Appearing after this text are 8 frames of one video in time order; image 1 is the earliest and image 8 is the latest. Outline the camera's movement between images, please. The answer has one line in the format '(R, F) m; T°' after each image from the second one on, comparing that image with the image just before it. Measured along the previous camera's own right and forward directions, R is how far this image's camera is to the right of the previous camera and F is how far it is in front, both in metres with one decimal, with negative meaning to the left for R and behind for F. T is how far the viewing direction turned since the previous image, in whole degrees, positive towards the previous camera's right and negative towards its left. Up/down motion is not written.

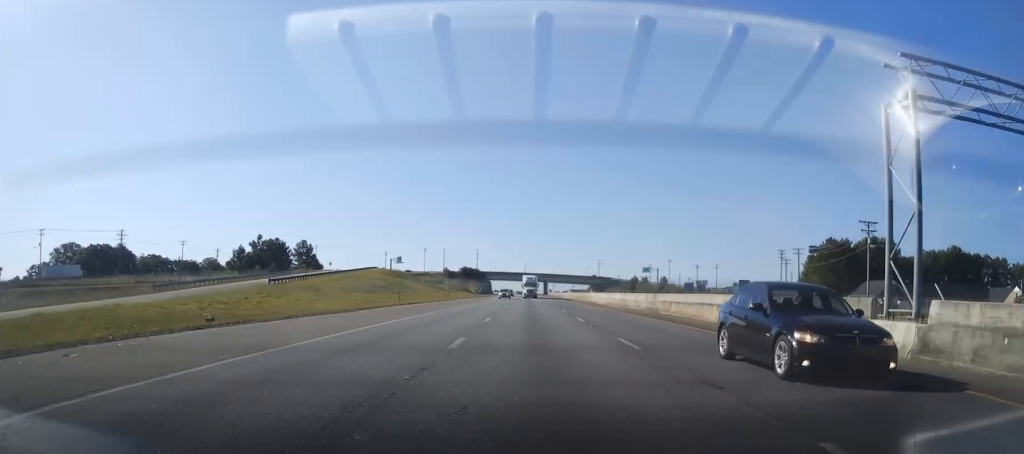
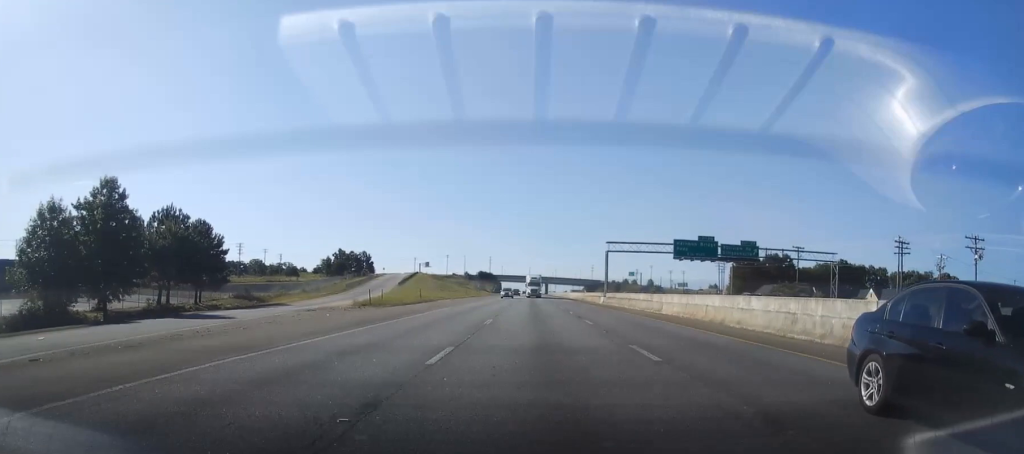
(+0.5, +70.6) m; 0°
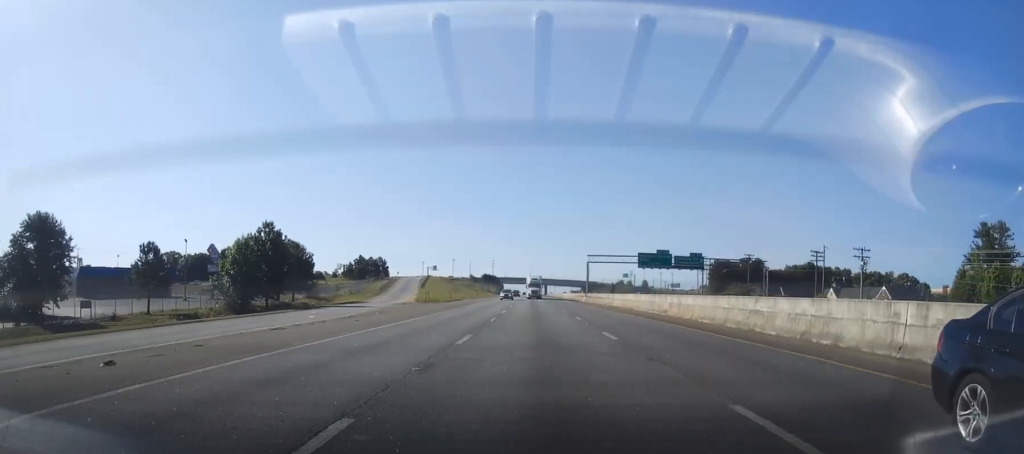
(-0.6, +29.7) m; -1°
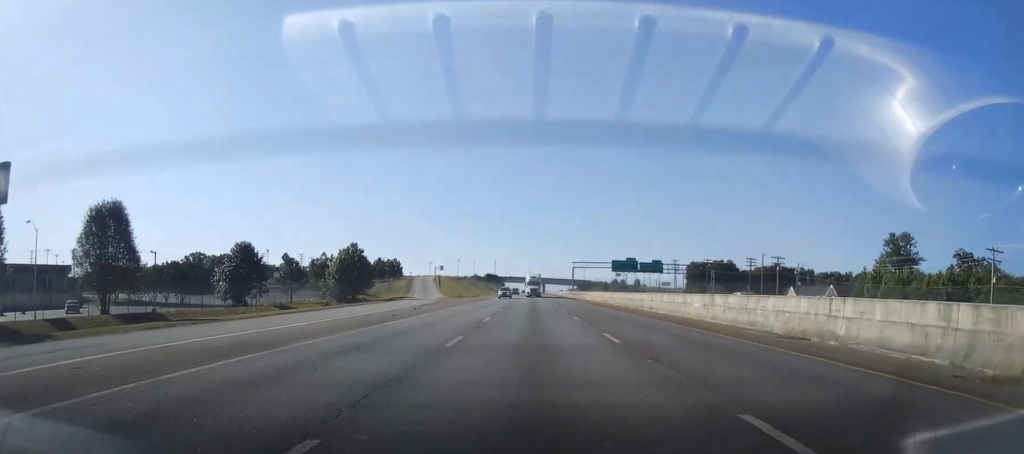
(+0.6, +35.5) m; +1°
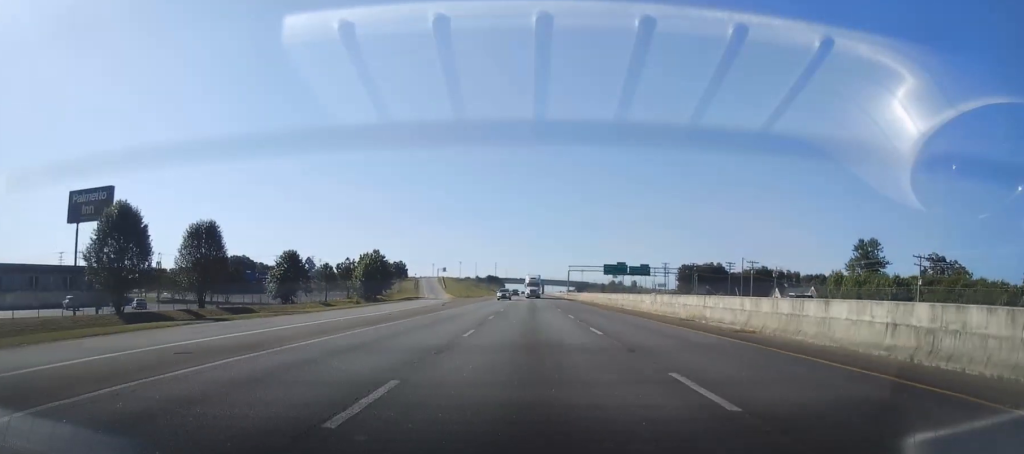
(-0.1, +15.7) m; 0°
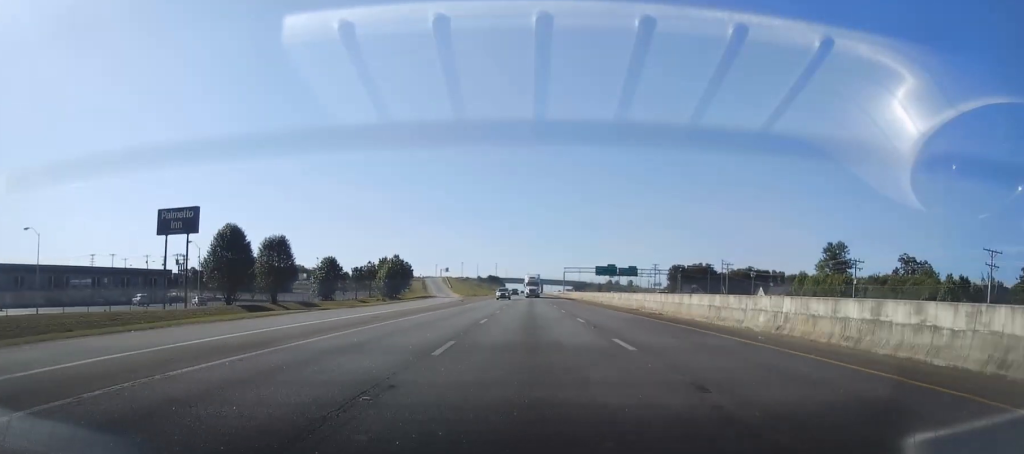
(-0.3, +18.6) m; -1°
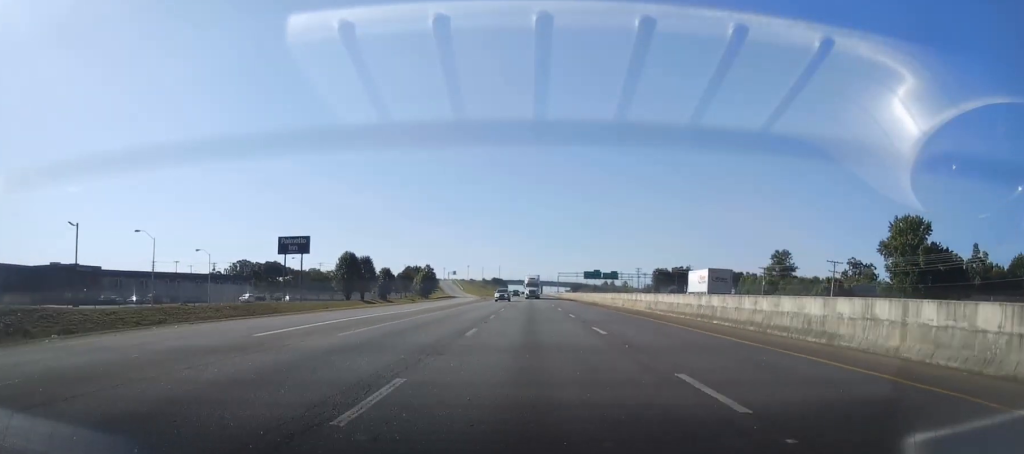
(-0.1, +42.8) m; 0°
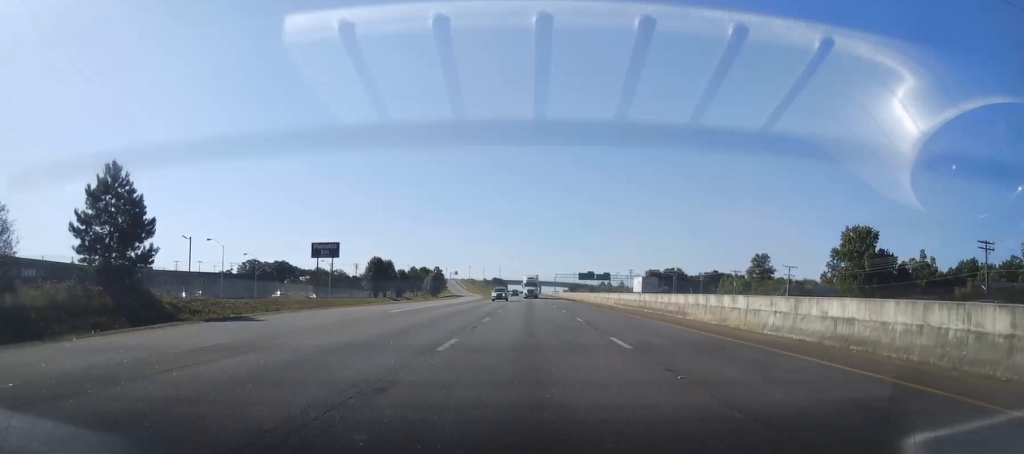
(-0.1, +19.4) m; 0°
